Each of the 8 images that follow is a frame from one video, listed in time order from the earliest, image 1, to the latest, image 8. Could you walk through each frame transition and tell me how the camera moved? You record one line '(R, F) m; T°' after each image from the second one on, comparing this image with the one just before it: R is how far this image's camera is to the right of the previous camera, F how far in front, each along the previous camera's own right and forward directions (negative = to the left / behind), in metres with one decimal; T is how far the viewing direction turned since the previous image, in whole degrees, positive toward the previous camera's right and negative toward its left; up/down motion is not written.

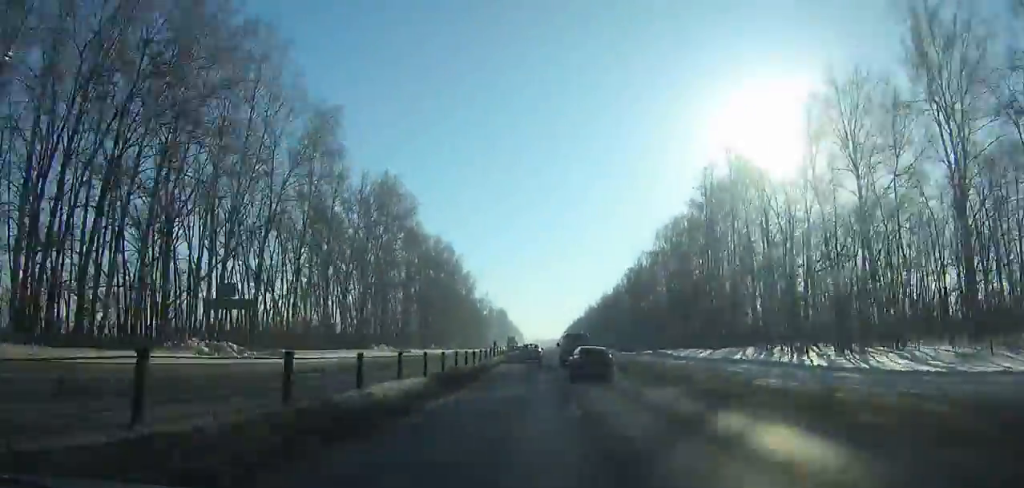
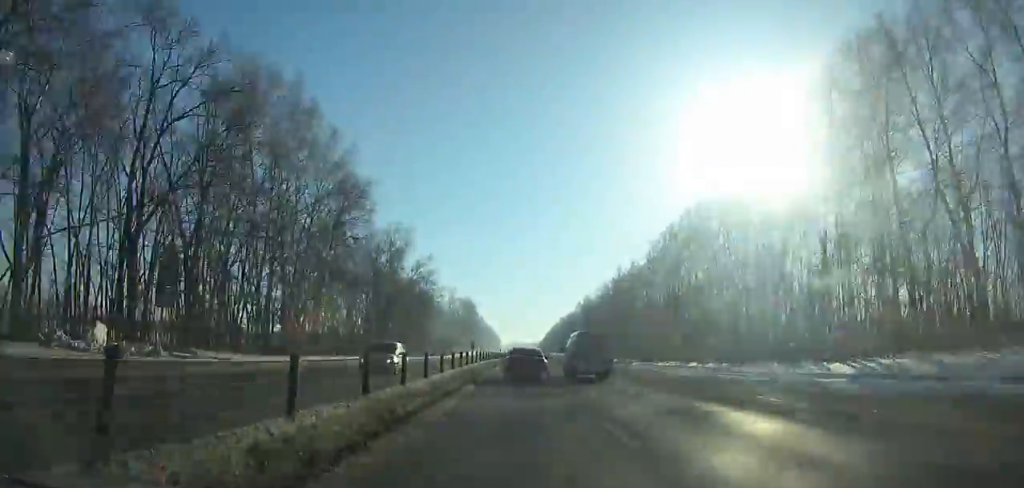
(+1.3, +87.0) m; +1°
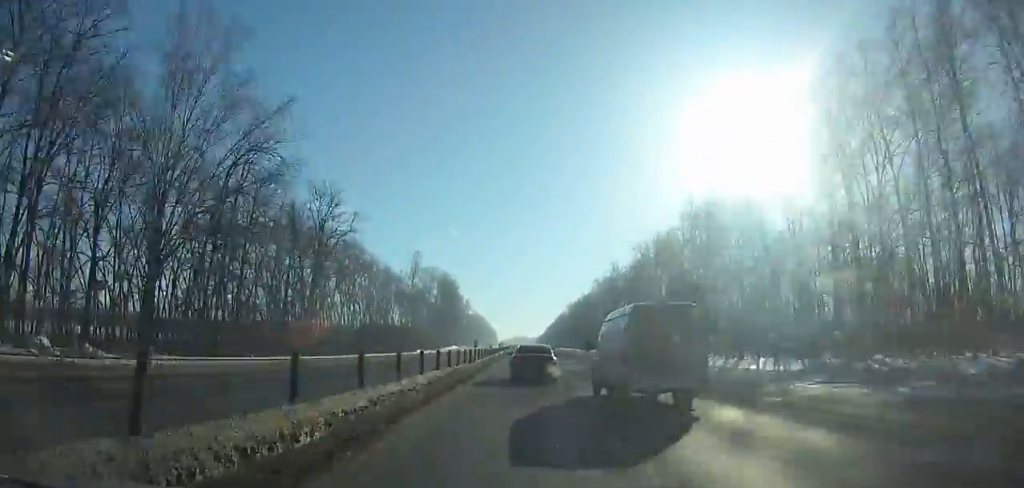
(0.0, +75.2) m; 0°
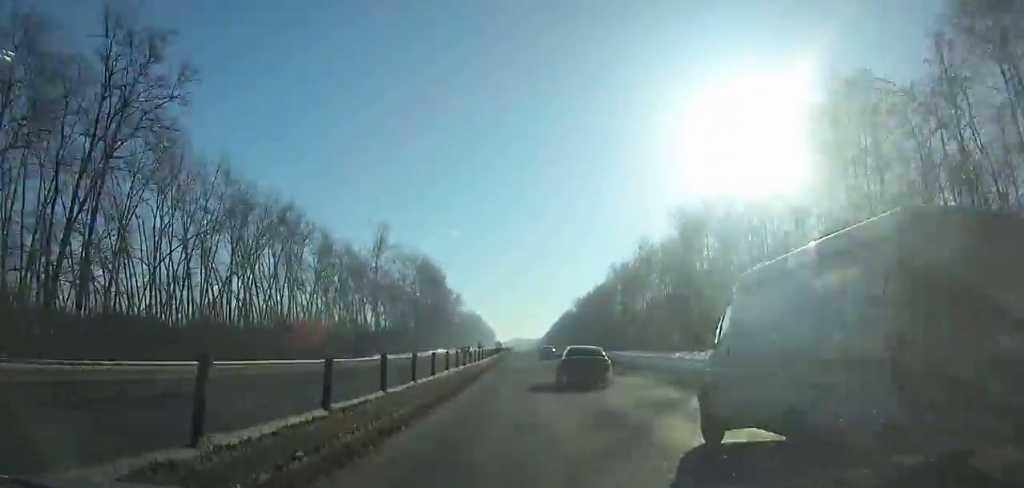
(0.0, +39.3) m; 0°
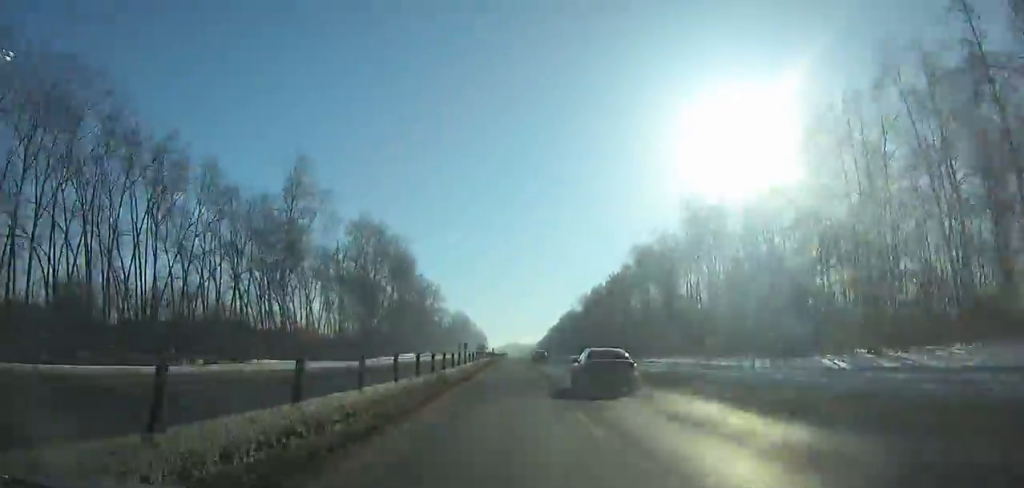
(0.0, +42.9) m; 0°
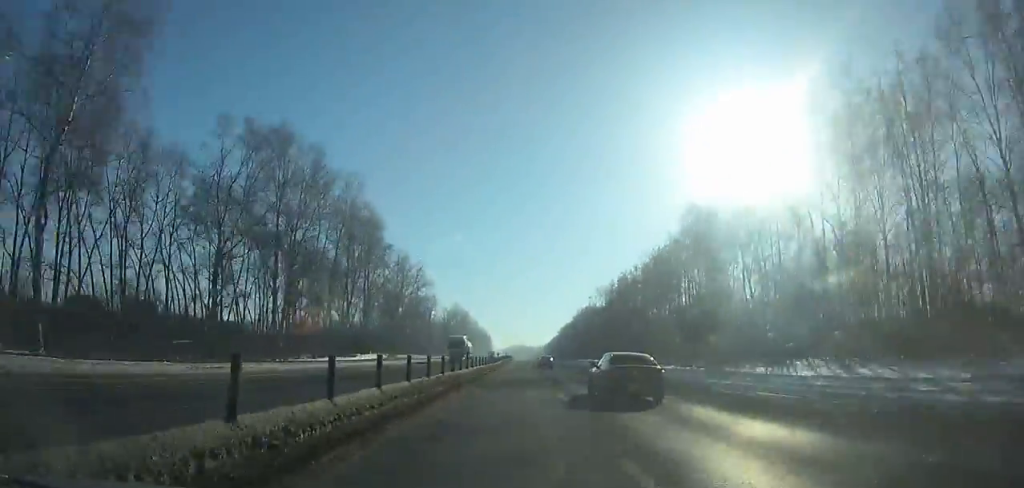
(0.0, +41.3) m; 0°
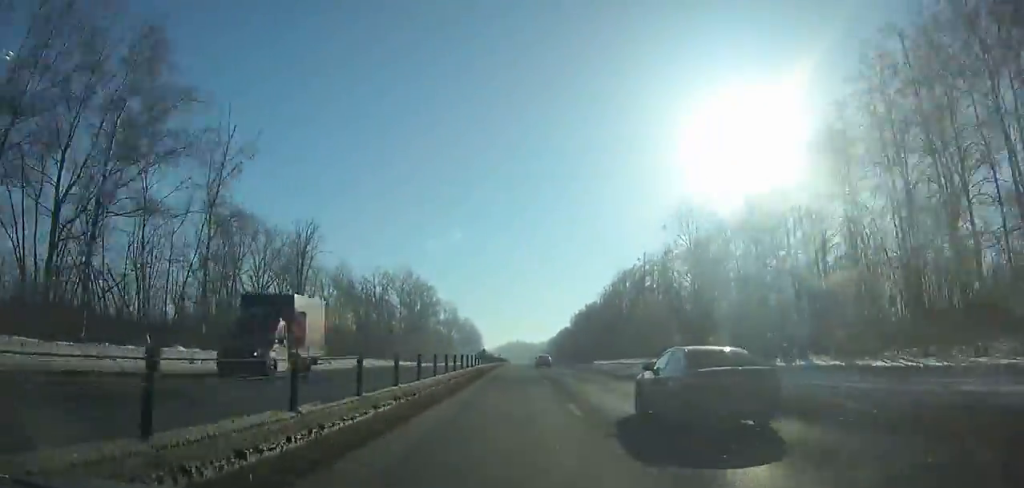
(-0.2, +102.7) m; 0°
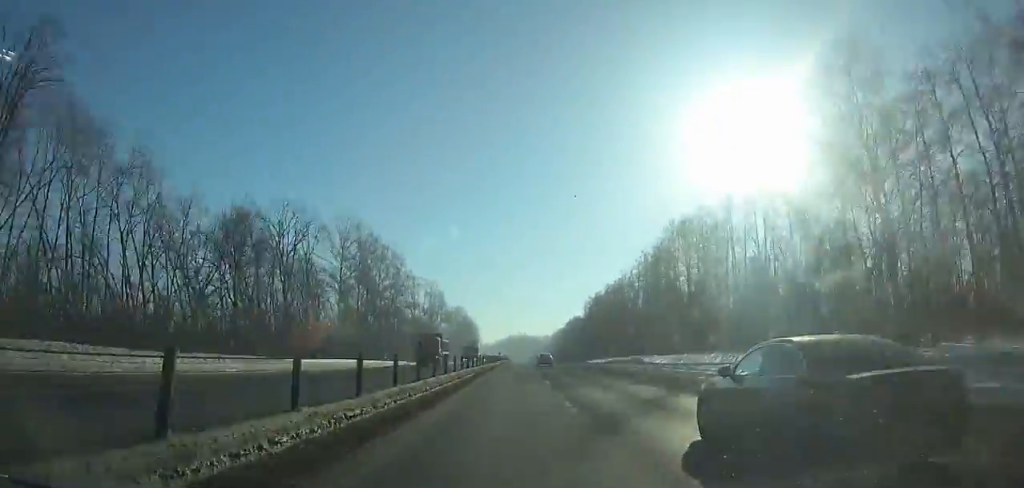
(0.0, +47.9) m; 0°
